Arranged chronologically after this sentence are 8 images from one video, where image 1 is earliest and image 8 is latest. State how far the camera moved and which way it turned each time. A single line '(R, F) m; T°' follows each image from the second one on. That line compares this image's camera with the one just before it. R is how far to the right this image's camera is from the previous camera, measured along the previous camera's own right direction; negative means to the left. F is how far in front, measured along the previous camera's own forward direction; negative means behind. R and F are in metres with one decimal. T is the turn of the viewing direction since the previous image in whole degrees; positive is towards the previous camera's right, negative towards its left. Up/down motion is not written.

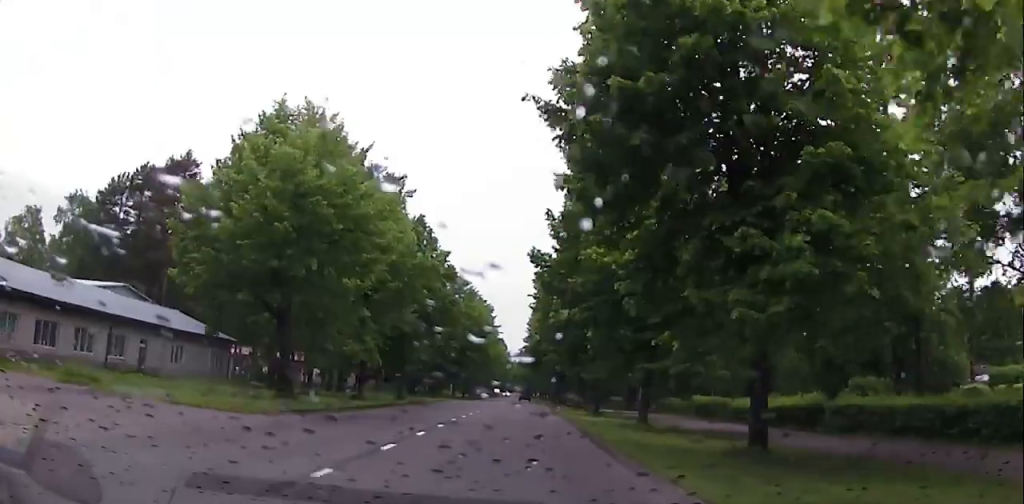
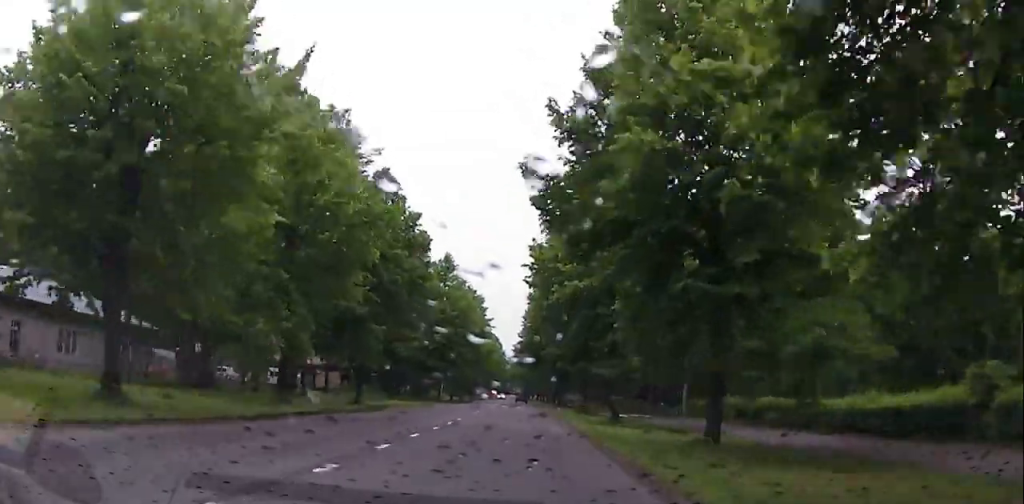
(-0.1, +11.1) m; +1°
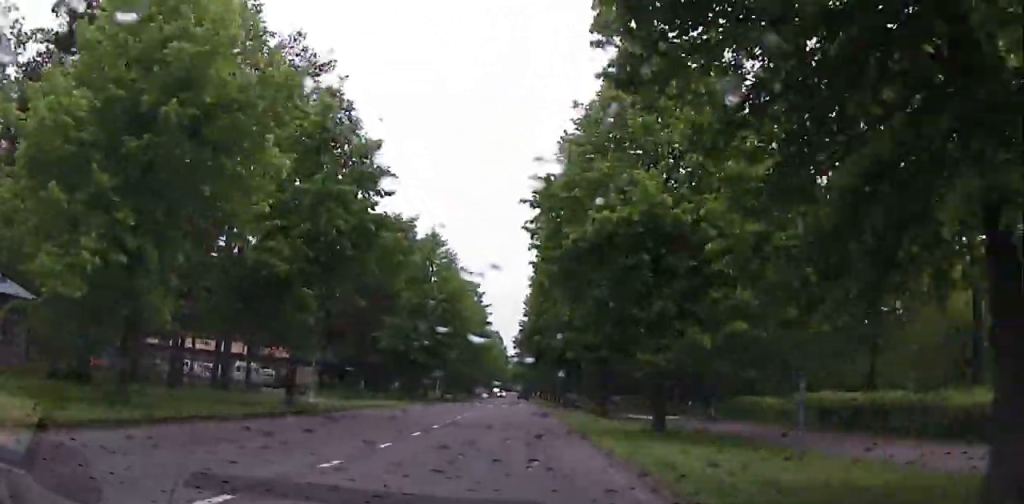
(+0.1, +11.2) m; +2°
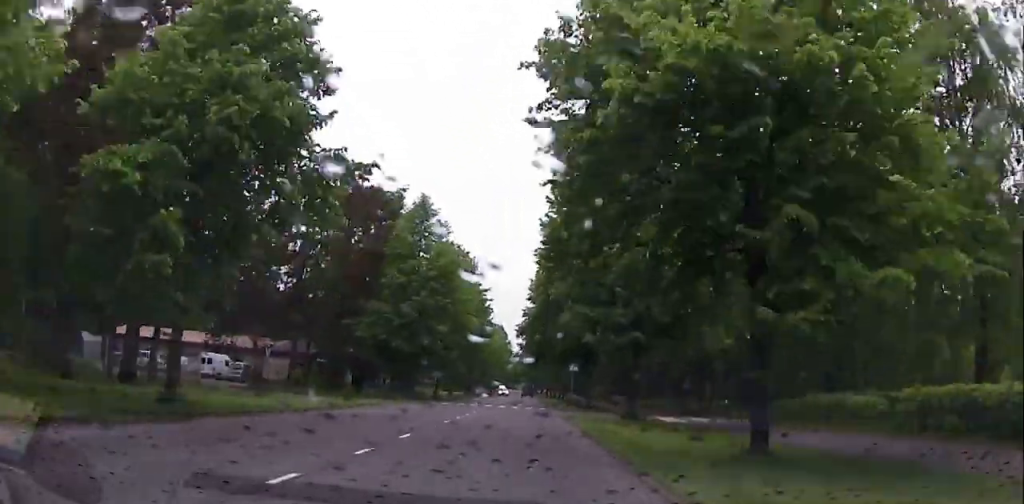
(+0.3, +9.7) m; +1°
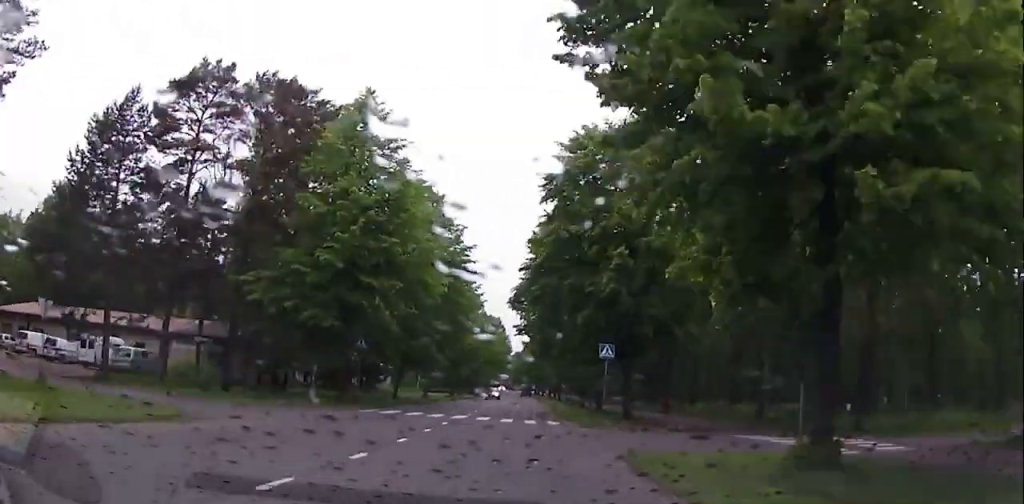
(-0.1, +19.1) m; -1°
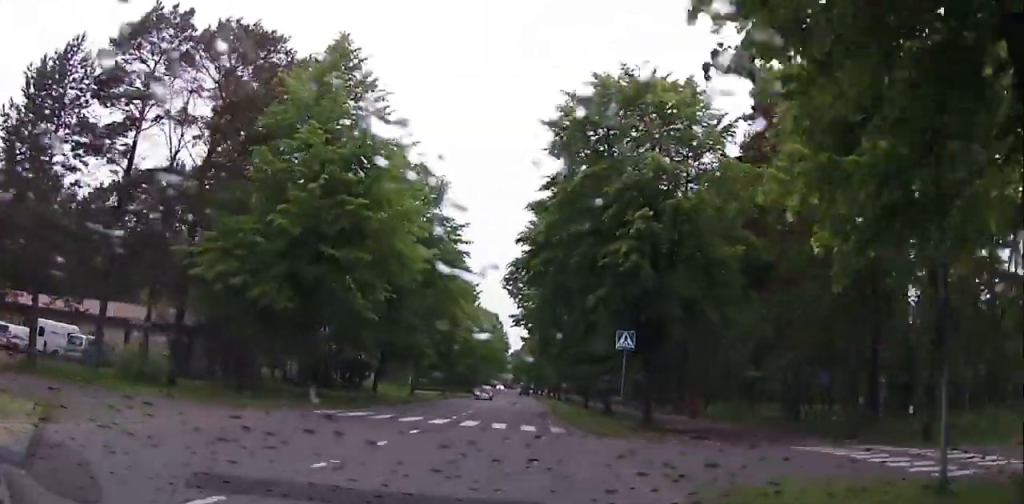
(+0.1, +5.5) m; -1°
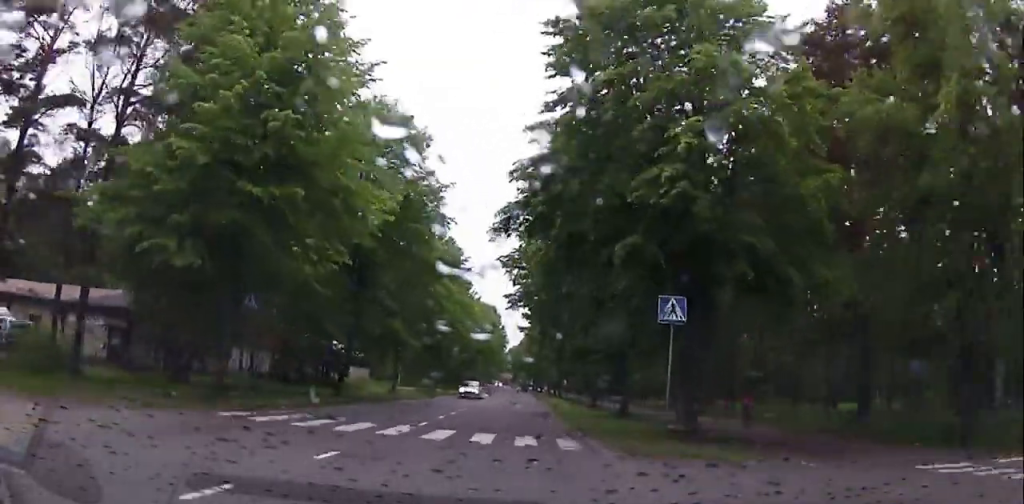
(-0.3, +7.2) m; 0°
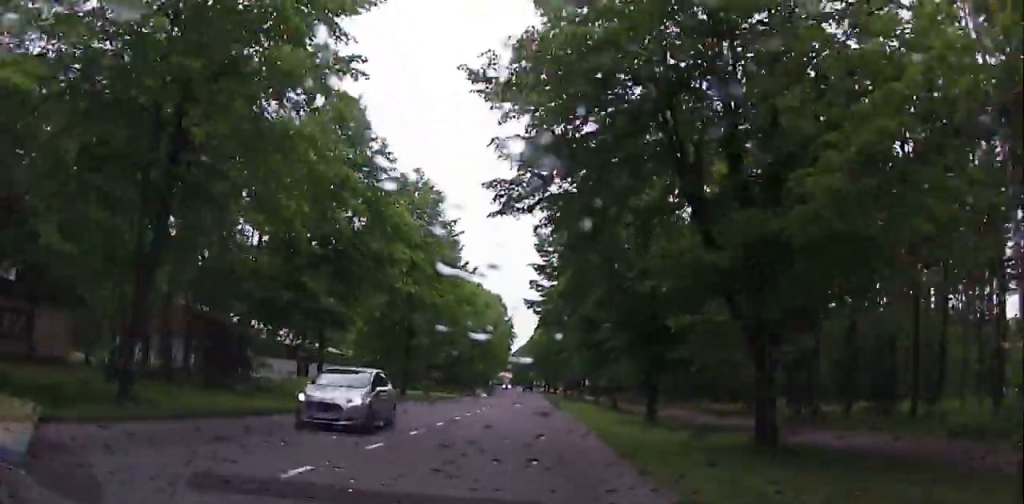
(+0.3, +18.7) m; +2°
